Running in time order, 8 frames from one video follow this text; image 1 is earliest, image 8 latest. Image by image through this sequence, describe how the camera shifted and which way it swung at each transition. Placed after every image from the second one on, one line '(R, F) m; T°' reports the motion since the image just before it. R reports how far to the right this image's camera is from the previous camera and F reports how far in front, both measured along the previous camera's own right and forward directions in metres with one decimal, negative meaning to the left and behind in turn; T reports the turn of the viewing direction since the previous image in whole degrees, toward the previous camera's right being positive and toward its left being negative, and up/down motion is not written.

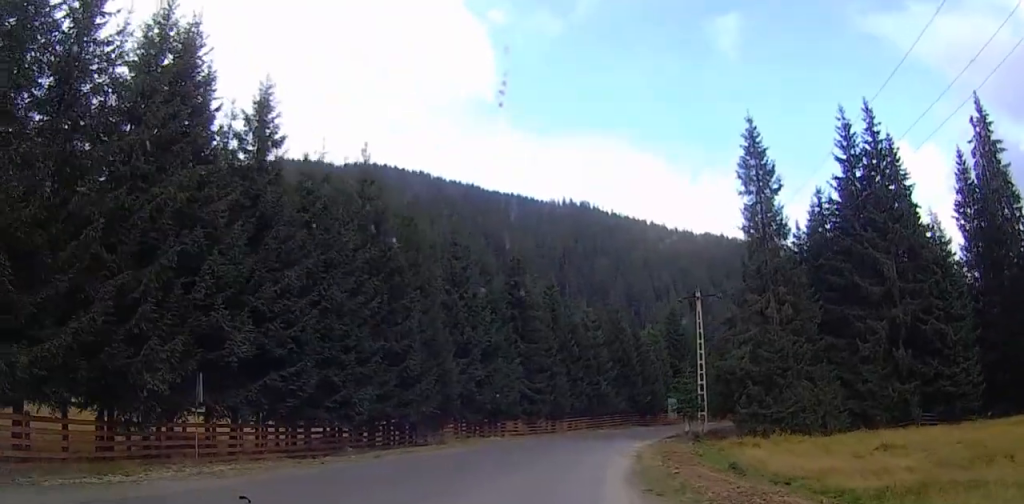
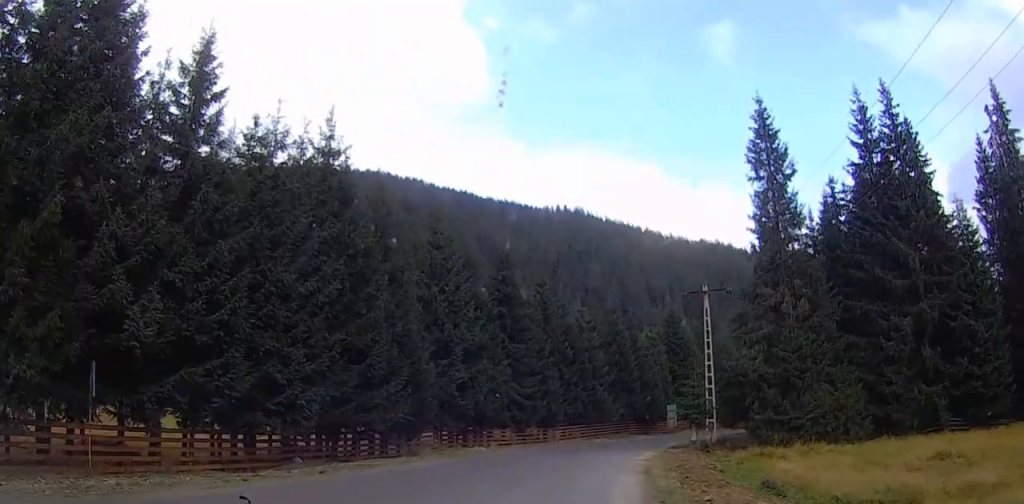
(0.0, +4.6) m; +1°
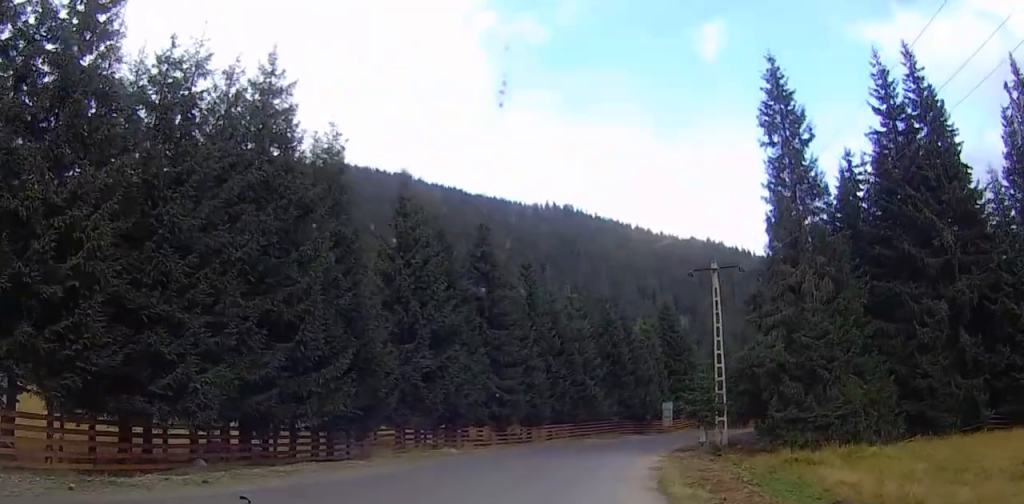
(0.0, +5.6) m; +2°
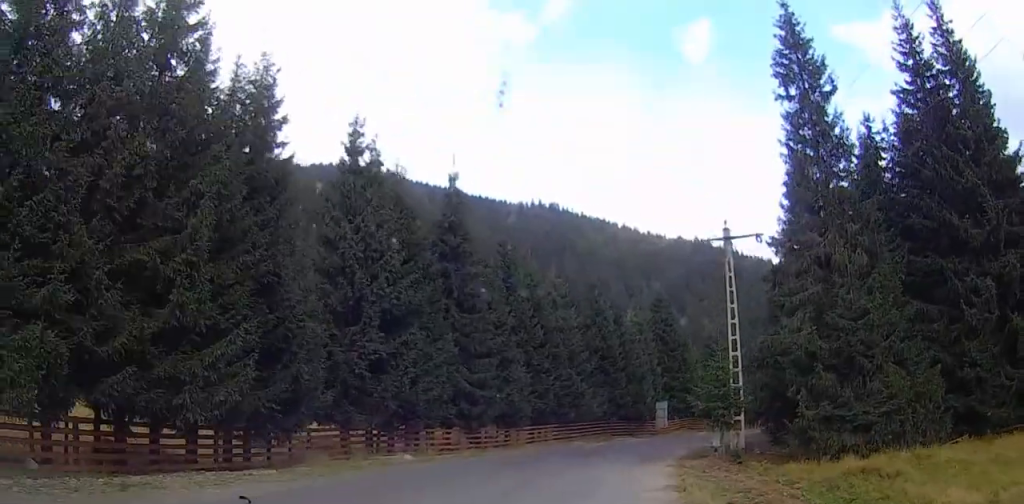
(+0.3, +5.9) m; +2°
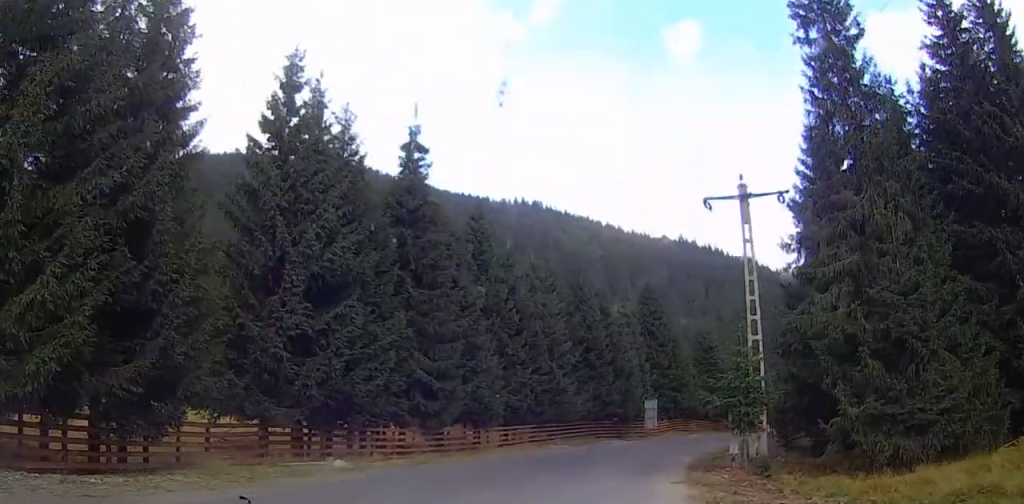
(+0.1, +5.6) m; +1°
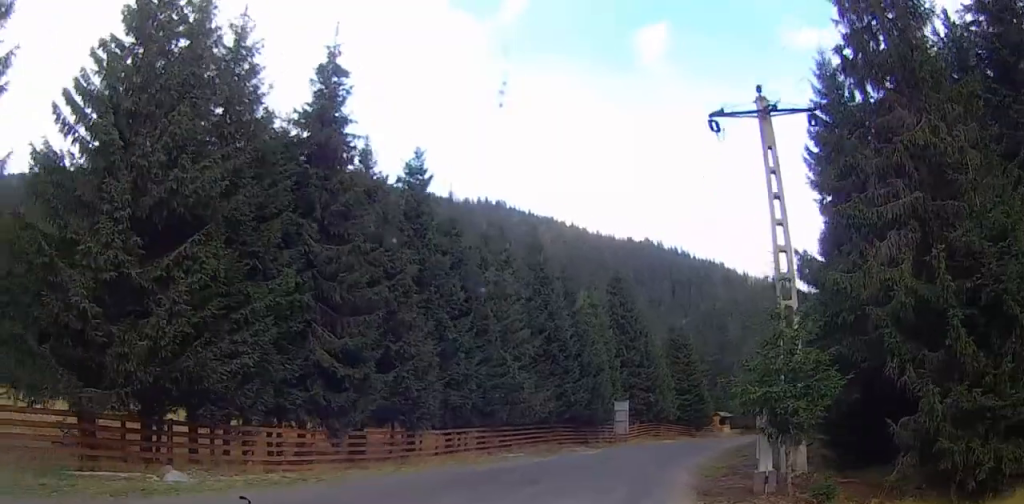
(-0.1, +6.9) m; +2°
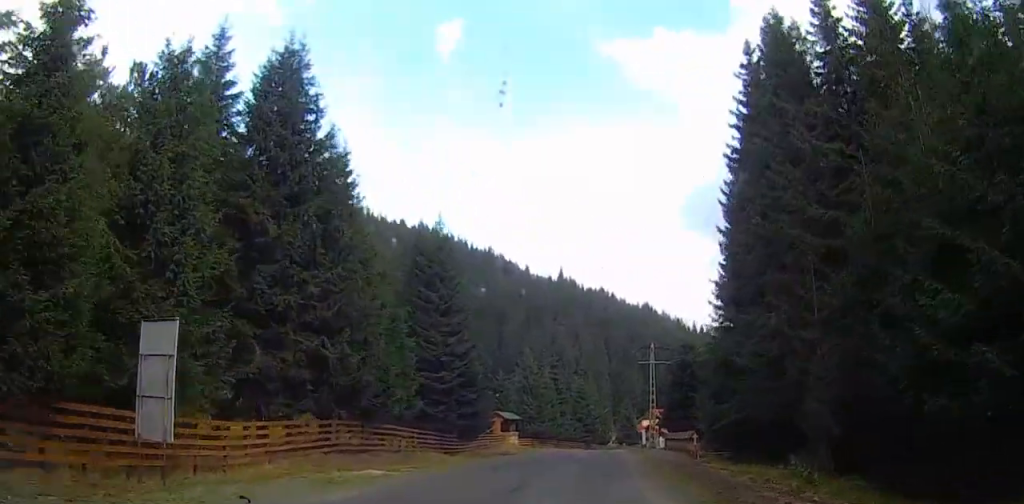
(+7.2, +41.5) m; +17°
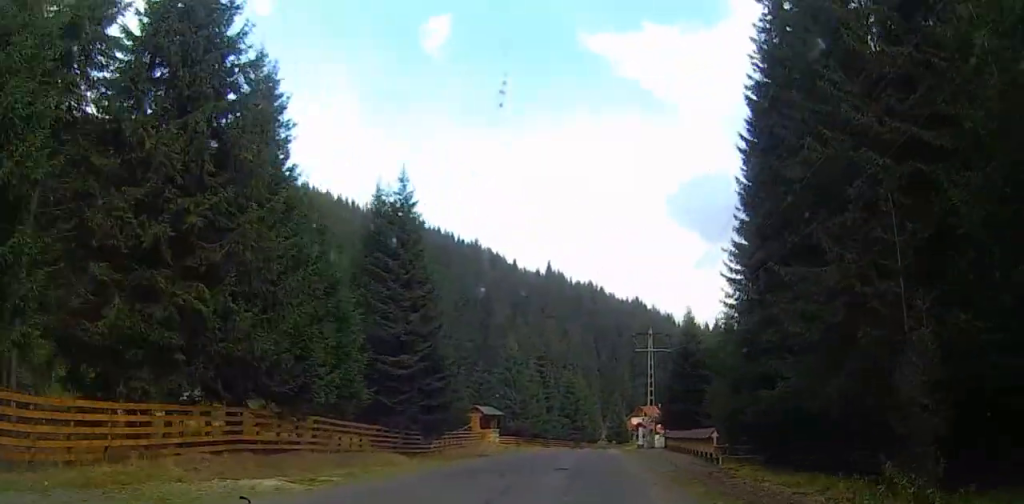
(+0.2, +8.5) m; +2°
